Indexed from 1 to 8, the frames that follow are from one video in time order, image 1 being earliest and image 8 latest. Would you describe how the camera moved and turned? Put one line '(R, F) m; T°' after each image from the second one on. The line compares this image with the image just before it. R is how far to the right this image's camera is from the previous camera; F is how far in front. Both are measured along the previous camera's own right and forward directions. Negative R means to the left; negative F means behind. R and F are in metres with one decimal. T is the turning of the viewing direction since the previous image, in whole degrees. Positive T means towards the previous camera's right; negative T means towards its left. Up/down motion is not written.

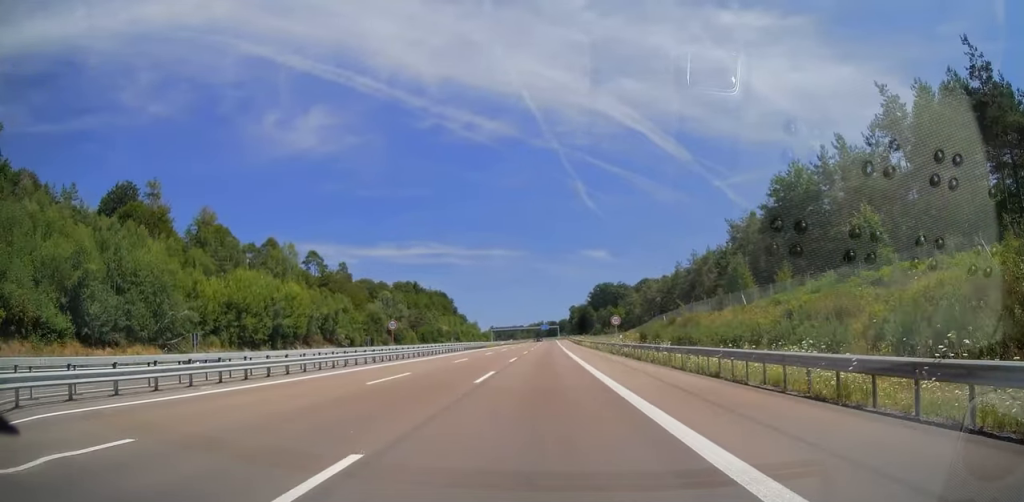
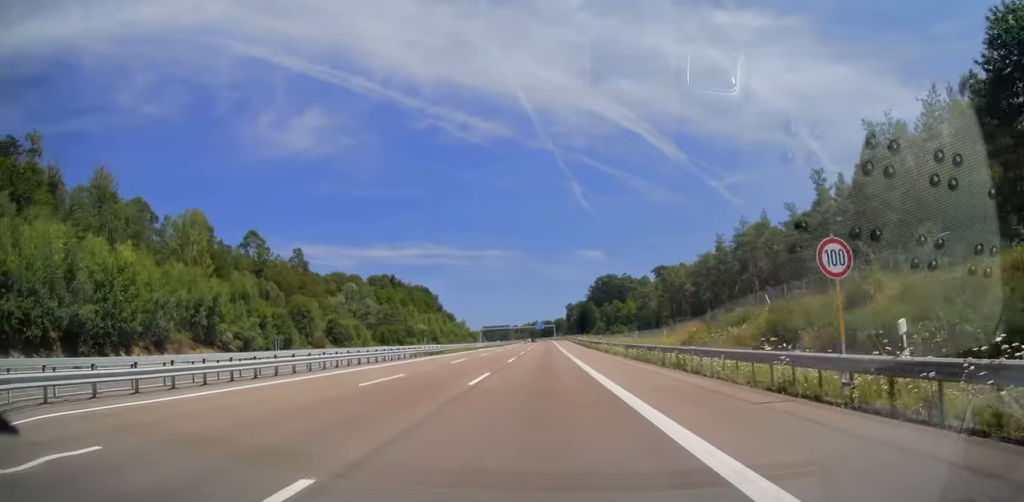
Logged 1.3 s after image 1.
(0.0, +36.9) m; 0°
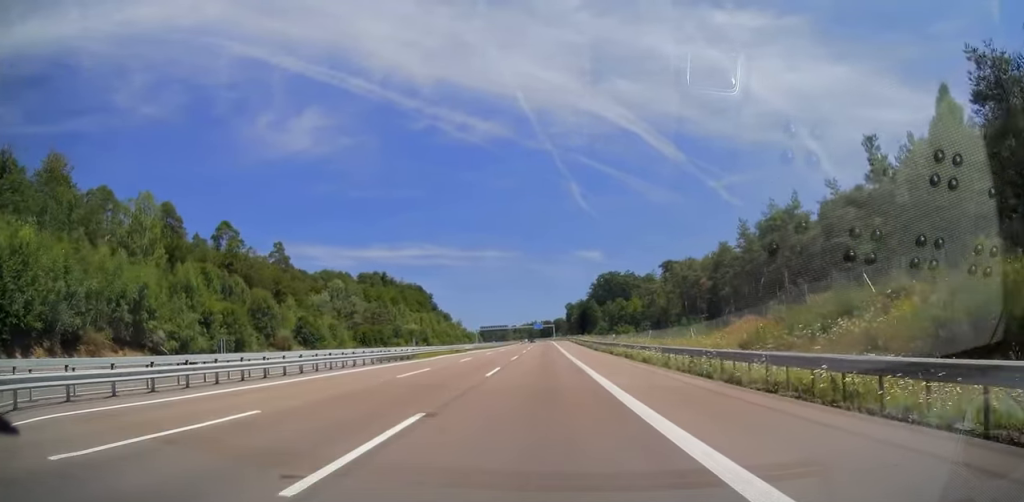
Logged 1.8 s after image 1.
(0.0, +13.1) m; 0°
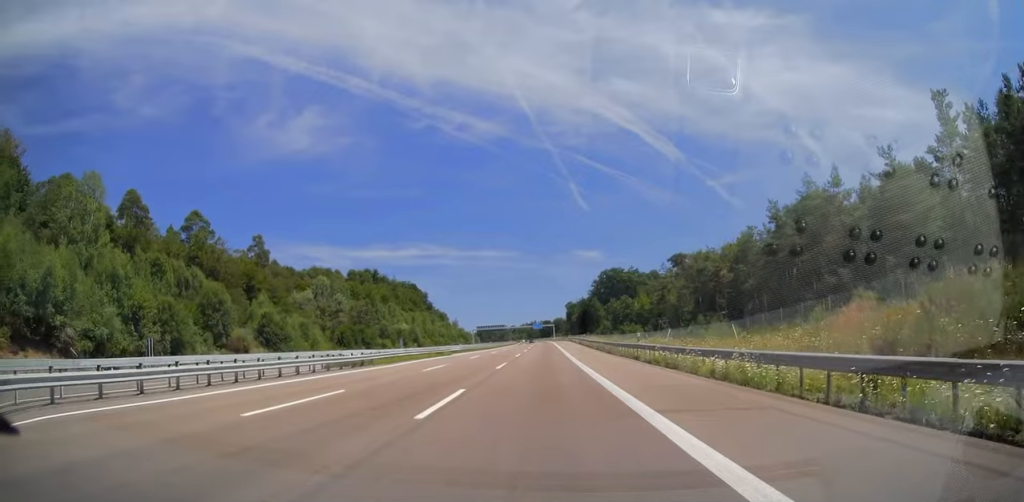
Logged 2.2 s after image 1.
(0.0, +12.6) m; 0°
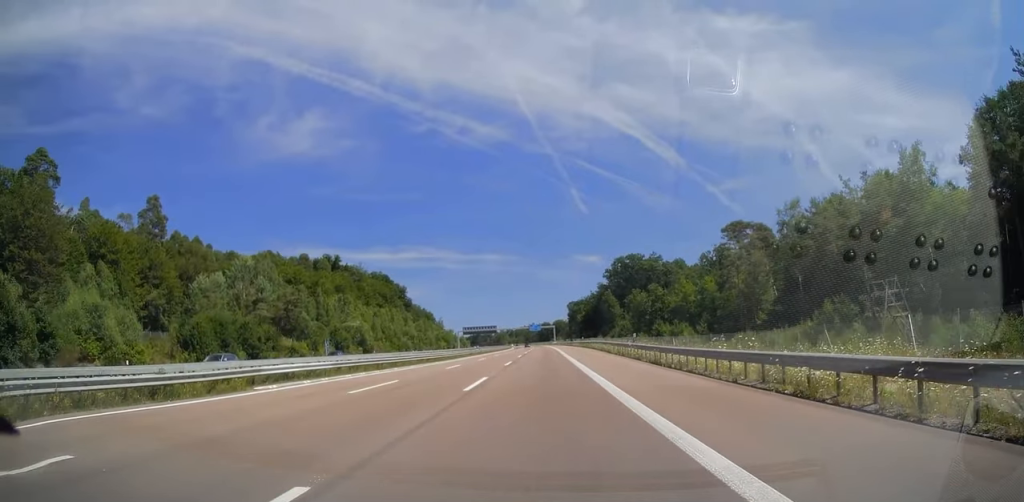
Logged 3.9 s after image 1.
(+0.7, +46.9) m; +1°
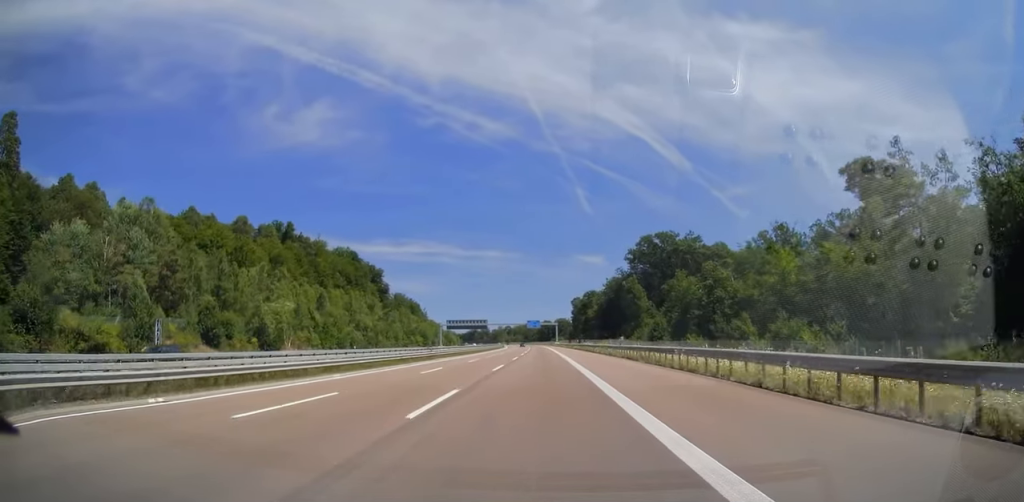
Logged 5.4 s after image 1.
(-0.2, +42.6) m; 0°
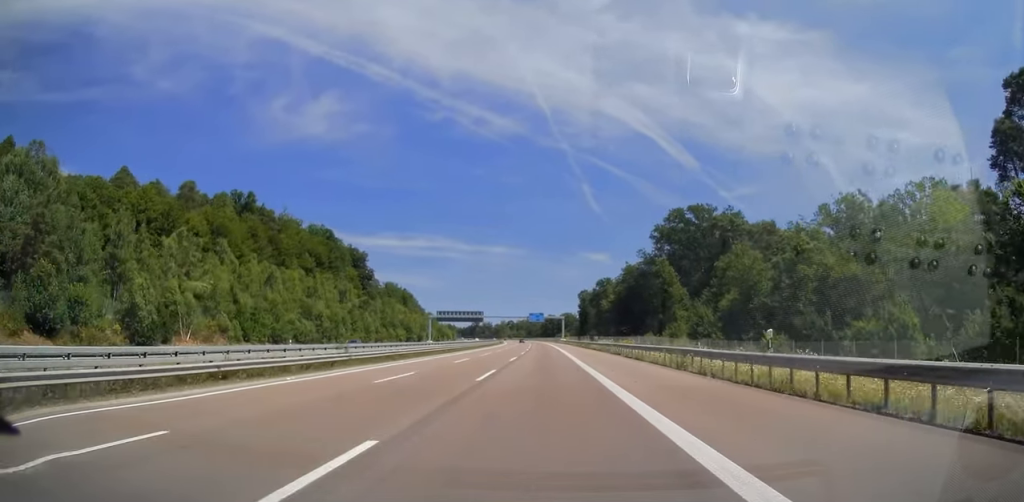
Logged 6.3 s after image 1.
(+0.1, +26.7) m; 0°
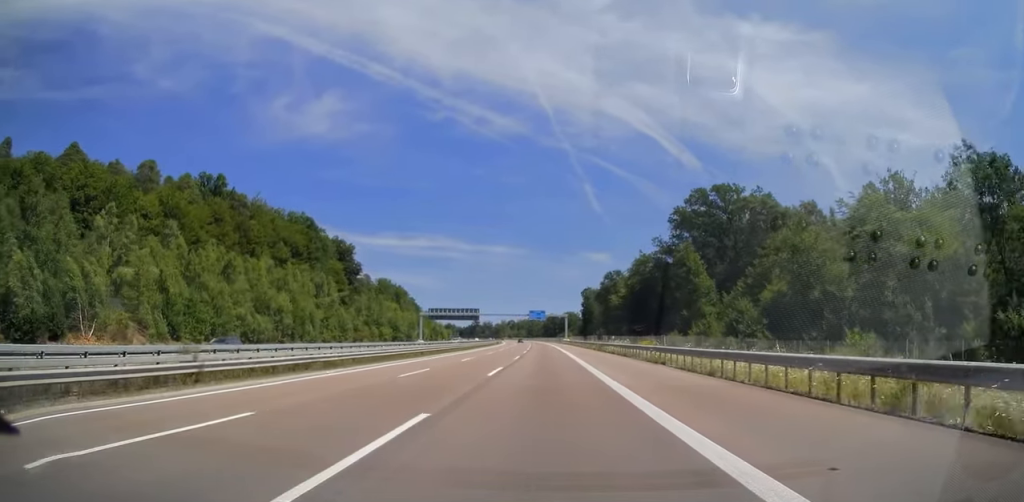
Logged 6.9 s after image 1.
(-0.2, +15.3) m; 0°
